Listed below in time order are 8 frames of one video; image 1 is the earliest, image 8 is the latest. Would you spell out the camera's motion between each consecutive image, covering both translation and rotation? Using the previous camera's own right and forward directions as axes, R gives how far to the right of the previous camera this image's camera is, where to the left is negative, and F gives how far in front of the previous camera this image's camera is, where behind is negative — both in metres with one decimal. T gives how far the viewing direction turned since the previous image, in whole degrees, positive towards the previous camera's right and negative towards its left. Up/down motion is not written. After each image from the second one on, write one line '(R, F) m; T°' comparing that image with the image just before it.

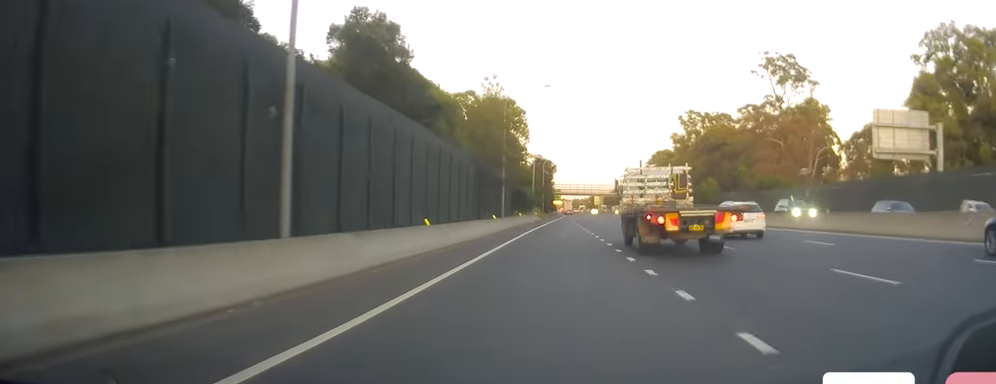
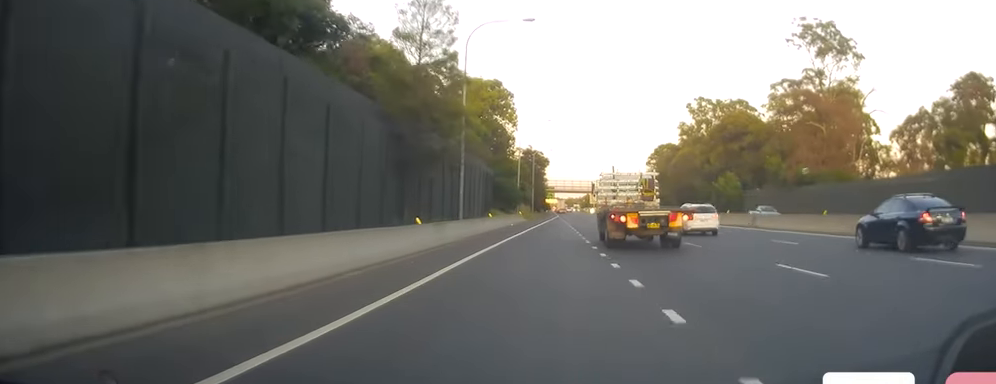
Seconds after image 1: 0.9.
(+0.4, +21.2) m; +1°
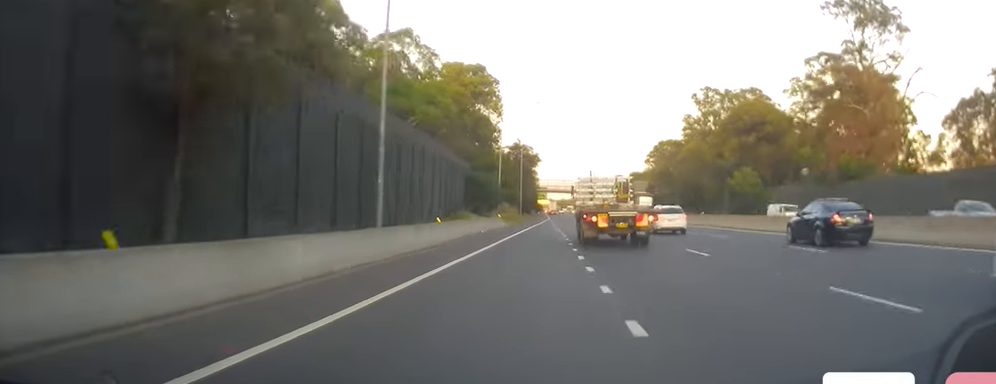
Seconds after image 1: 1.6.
(-0.1, +16.3) m; 0°
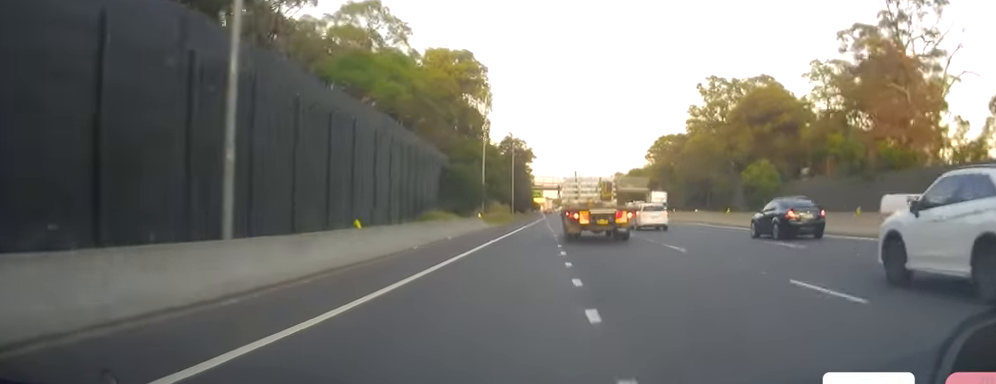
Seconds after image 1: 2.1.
(0.0, +11.0) m; 0°
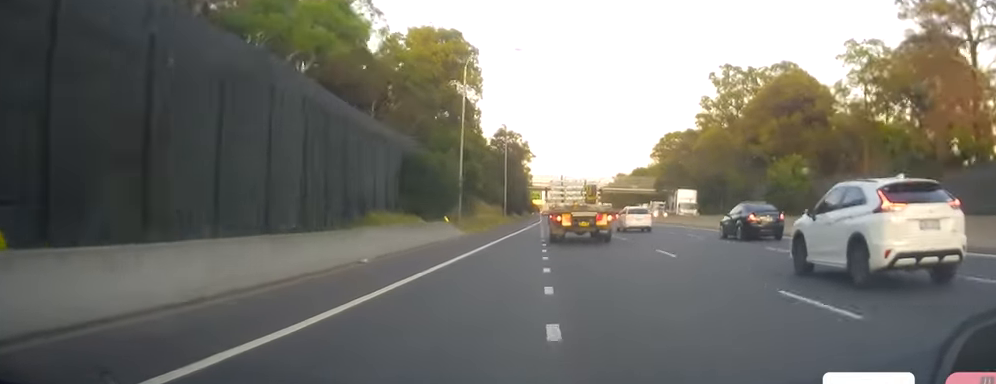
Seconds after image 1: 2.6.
(0.0, +12.8) m; 0°
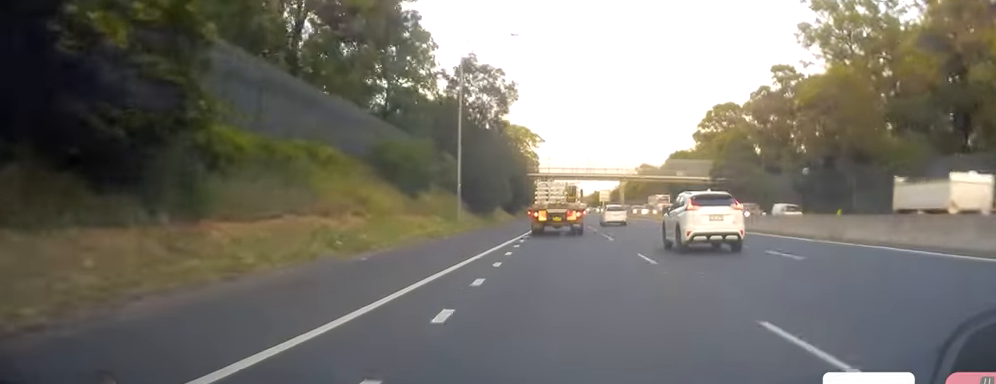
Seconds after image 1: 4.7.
(0.0, +50.4) m; -1°
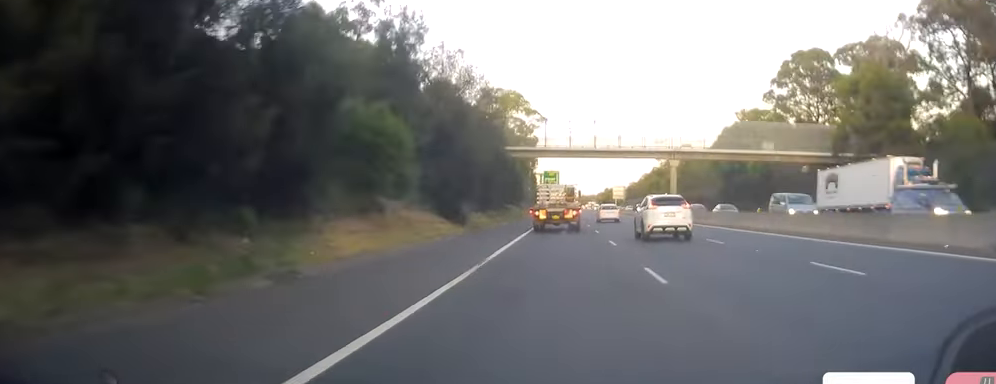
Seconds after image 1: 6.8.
(-0.3, +51.3) m; +1°
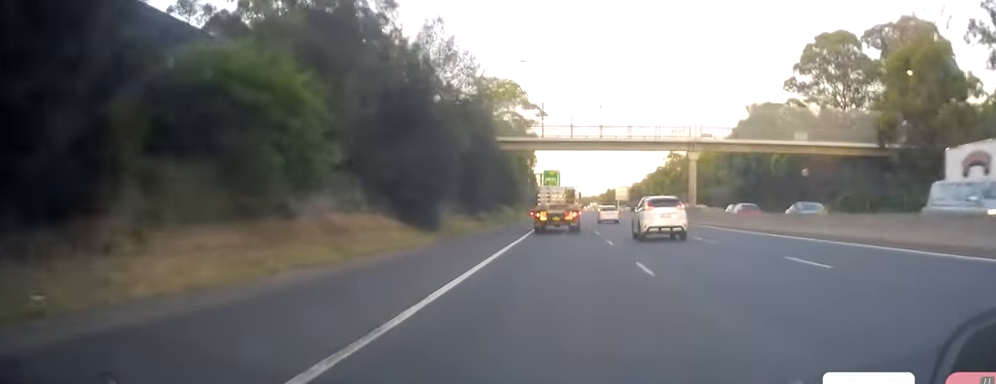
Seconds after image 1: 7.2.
(+0.1, +10.1) m; 0°
